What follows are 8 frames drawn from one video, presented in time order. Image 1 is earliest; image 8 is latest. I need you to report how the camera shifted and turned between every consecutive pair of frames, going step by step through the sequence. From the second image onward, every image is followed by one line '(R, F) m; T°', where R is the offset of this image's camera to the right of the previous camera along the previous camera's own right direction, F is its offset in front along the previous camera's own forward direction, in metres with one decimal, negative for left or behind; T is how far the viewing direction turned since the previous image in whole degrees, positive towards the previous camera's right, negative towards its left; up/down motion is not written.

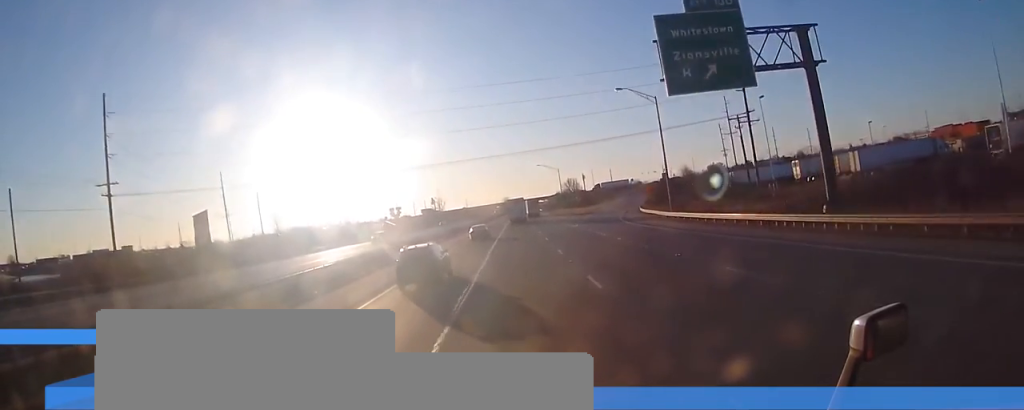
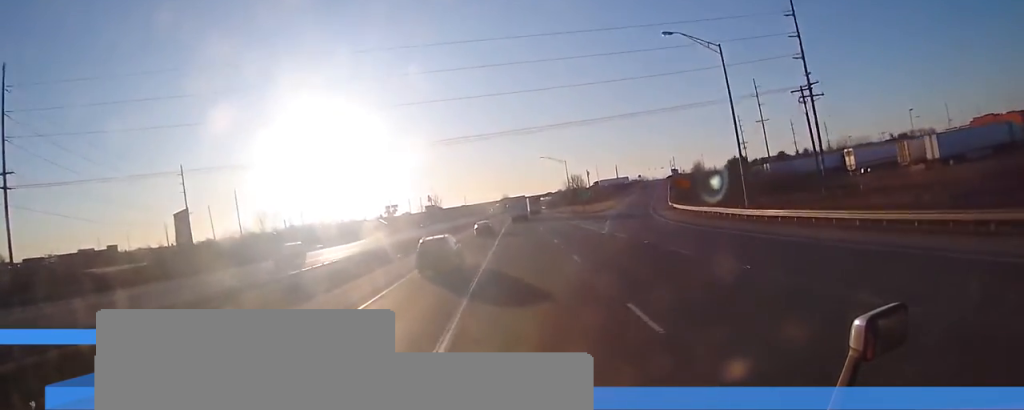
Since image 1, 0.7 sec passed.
(-0.2, +18.3) m; 0°
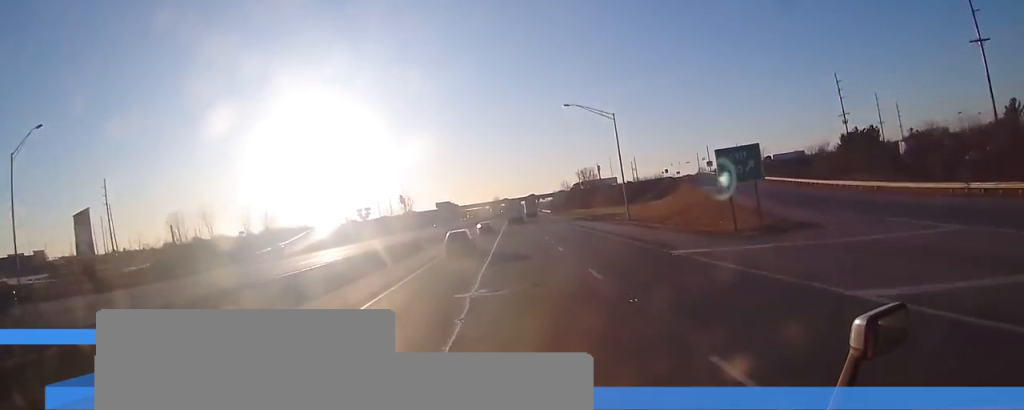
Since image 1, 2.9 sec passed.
(+0.7, +64.5) m; 0°
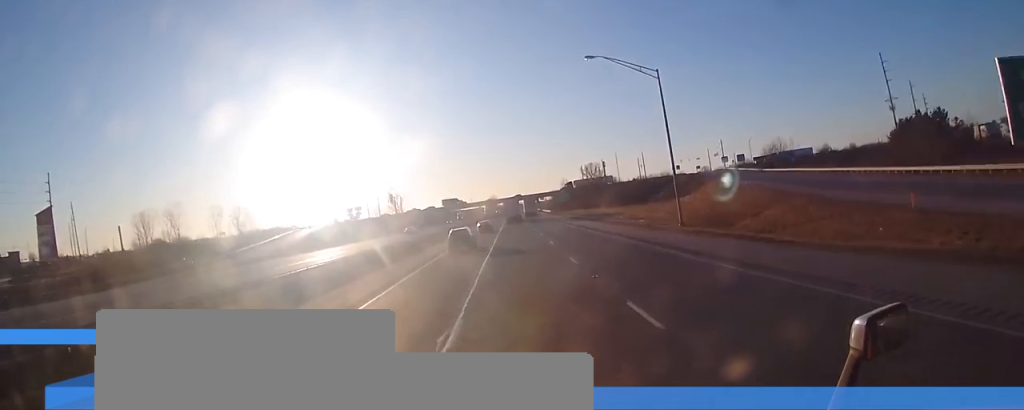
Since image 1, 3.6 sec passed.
(-0.2, +18.5) m; 0°
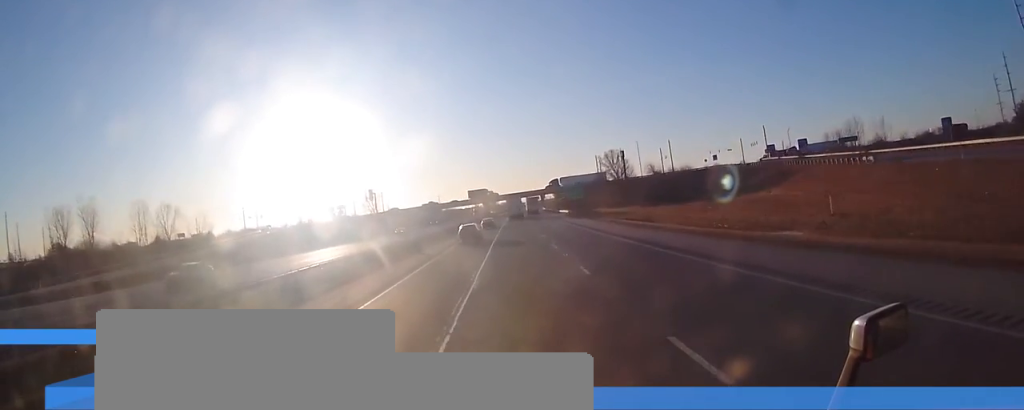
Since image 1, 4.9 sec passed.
(+0.3, +39.6) m; +2°
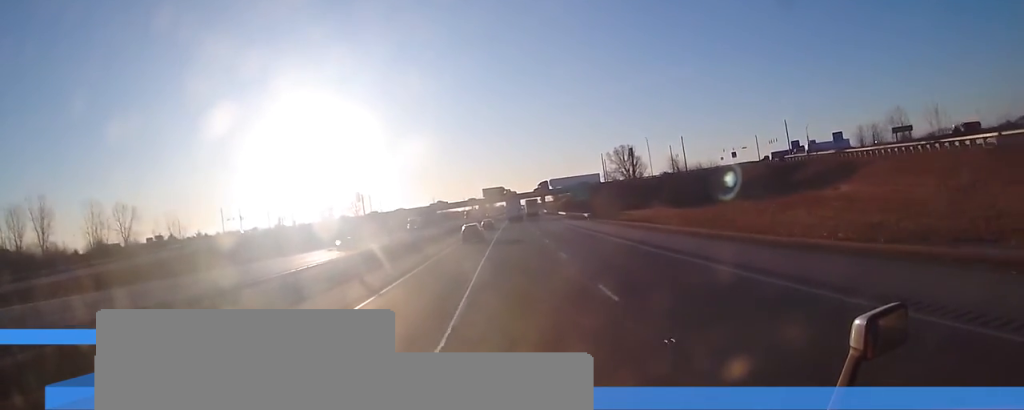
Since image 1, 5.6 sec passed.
(+0.2, +18.1) m; 0°
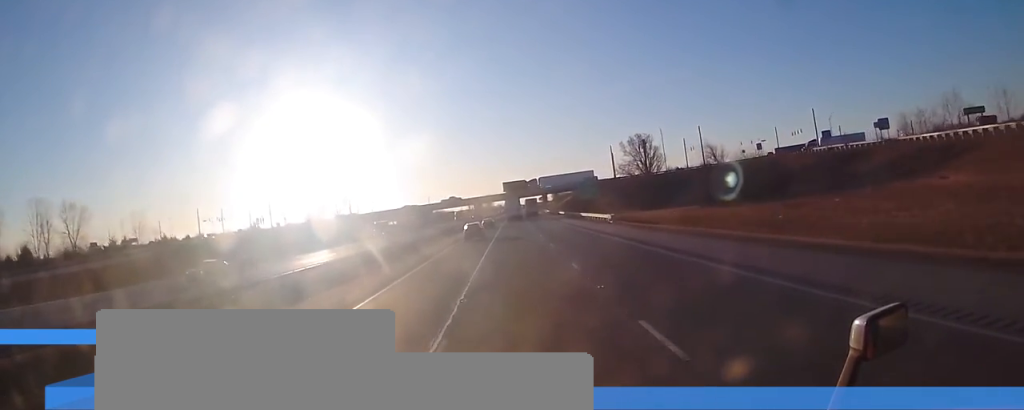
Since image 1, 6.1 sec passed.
(+0.1, +17.1) m; 0°
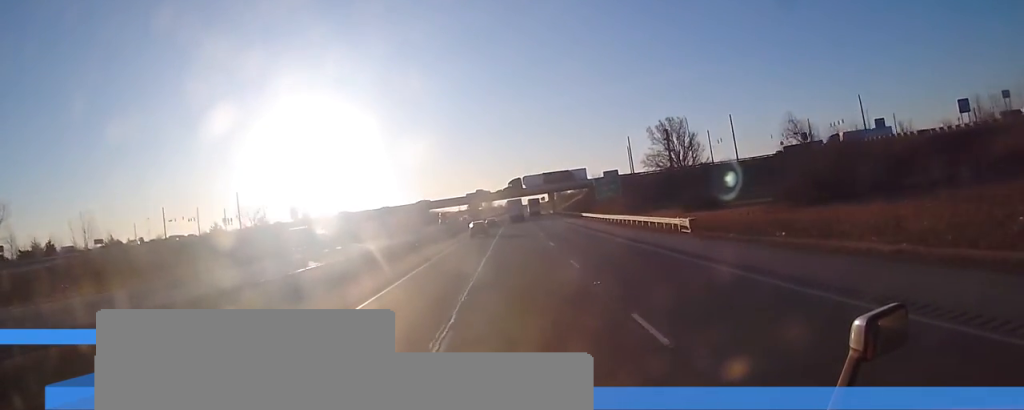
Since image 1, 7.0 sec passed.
(0.0, +23.8) m; -1°
